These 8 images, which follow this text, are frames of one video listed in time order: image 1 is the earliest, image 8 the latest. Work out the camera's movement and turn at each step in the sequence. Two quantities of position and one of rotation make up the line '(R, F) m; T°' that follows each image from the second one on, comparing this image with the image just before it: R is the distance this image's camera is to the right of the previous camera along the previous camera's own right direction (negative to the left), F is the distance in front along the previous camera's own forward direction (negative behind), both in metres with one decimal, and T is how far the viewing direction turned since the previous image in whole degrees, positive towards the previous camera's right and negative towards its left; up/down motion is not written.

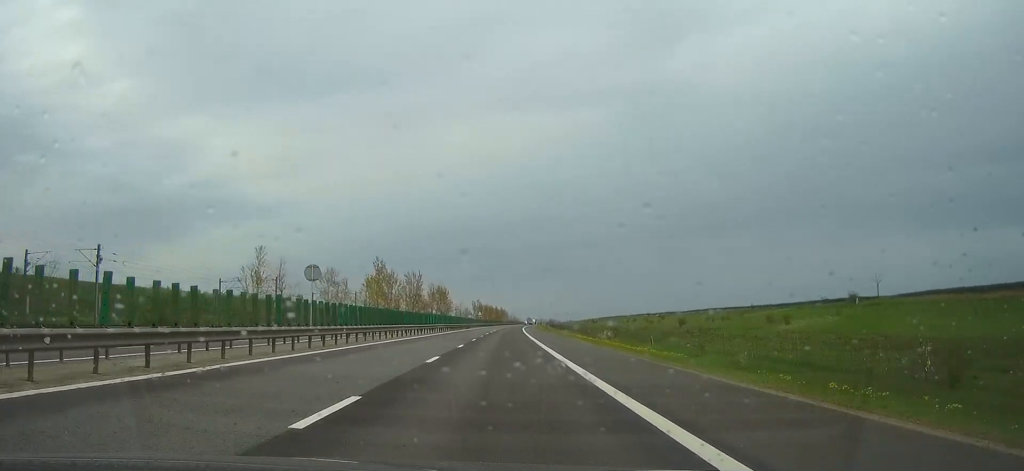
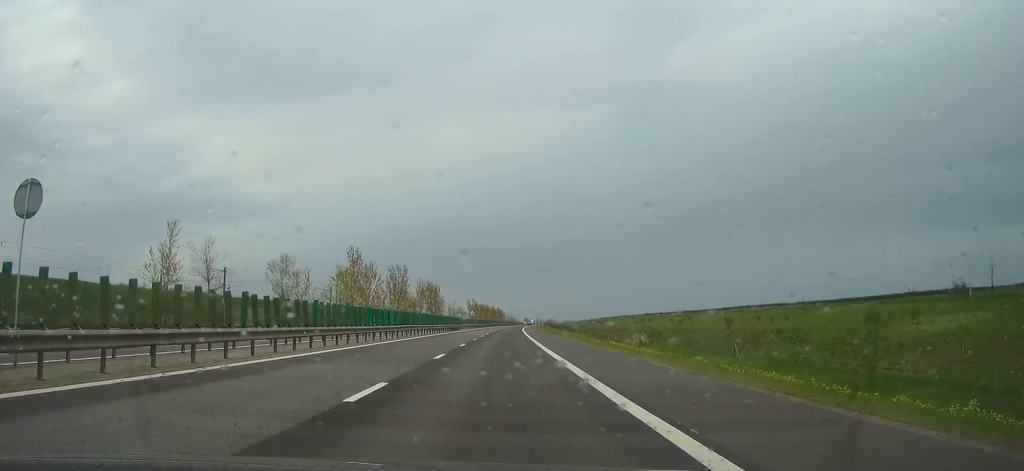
(+0.1, +21.2) m; 0°
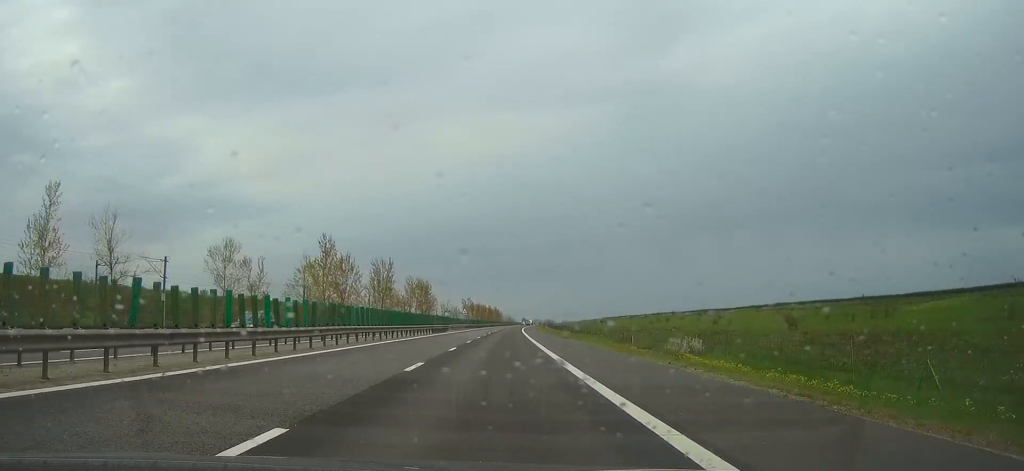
(0.0, +17.7) m; 0°
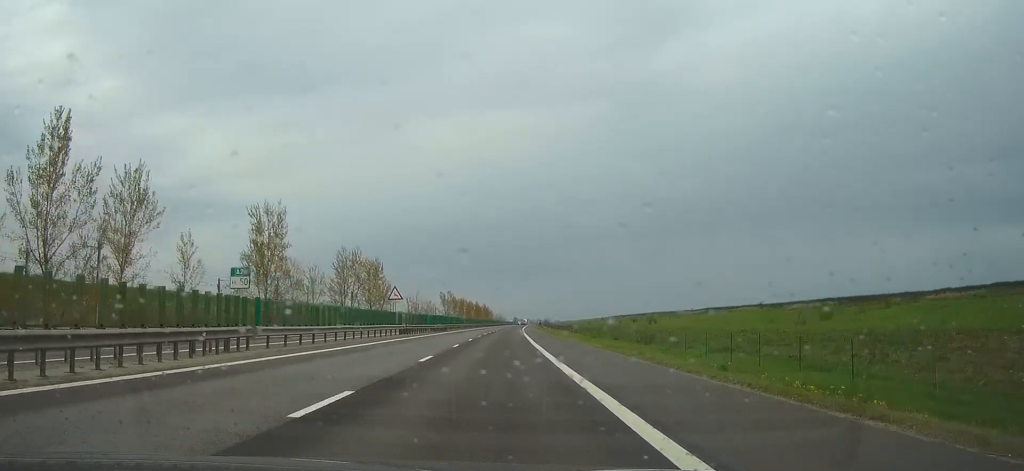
(+0.5, +68.9) m; +1°
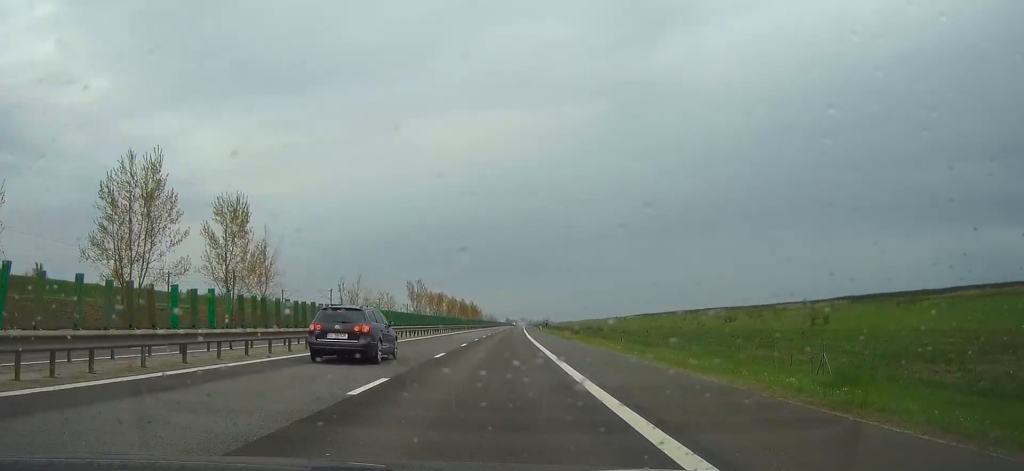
(+0.2, +69.4) m; +1°
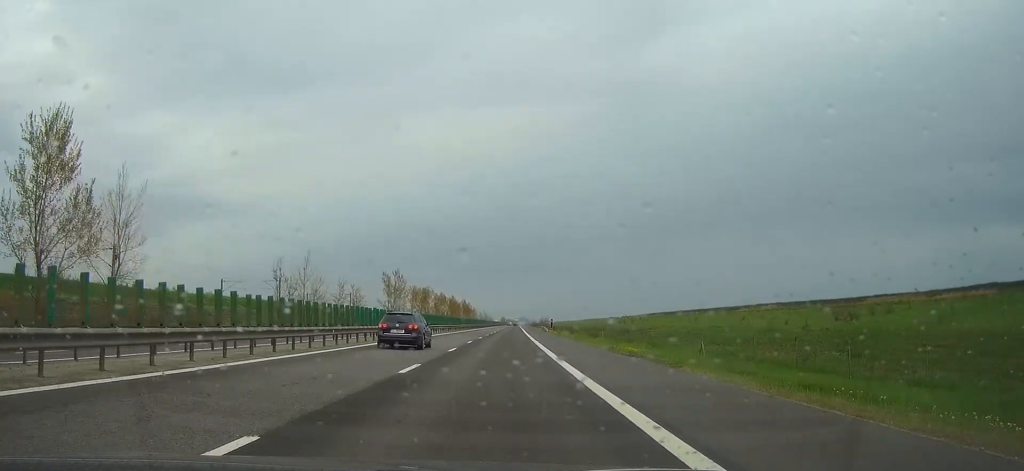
(+0.1, +31.6) m; 0°
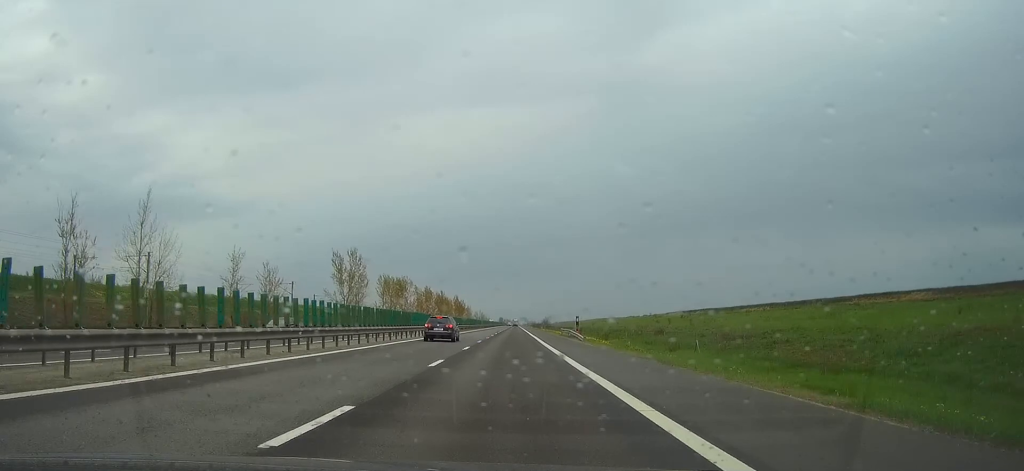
(+0.2, +46.7) m; 0°
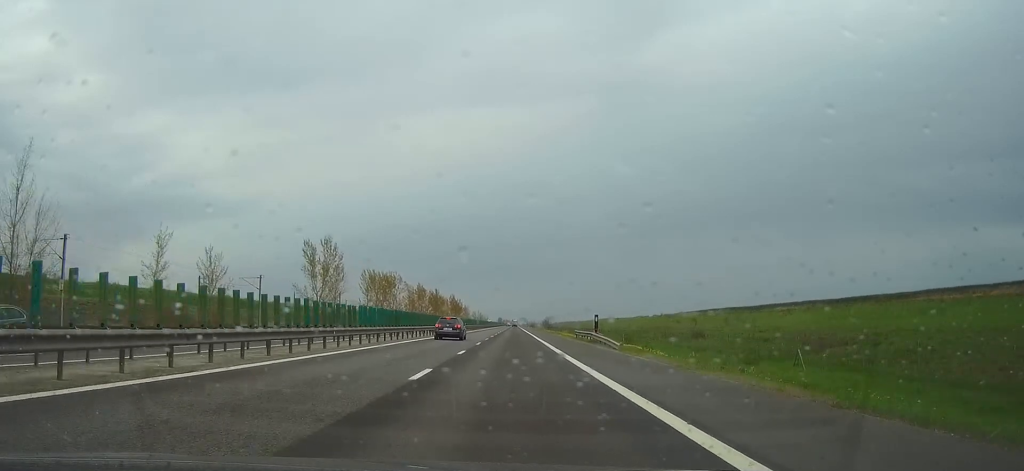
(0.0, +17.8) m; 0°
